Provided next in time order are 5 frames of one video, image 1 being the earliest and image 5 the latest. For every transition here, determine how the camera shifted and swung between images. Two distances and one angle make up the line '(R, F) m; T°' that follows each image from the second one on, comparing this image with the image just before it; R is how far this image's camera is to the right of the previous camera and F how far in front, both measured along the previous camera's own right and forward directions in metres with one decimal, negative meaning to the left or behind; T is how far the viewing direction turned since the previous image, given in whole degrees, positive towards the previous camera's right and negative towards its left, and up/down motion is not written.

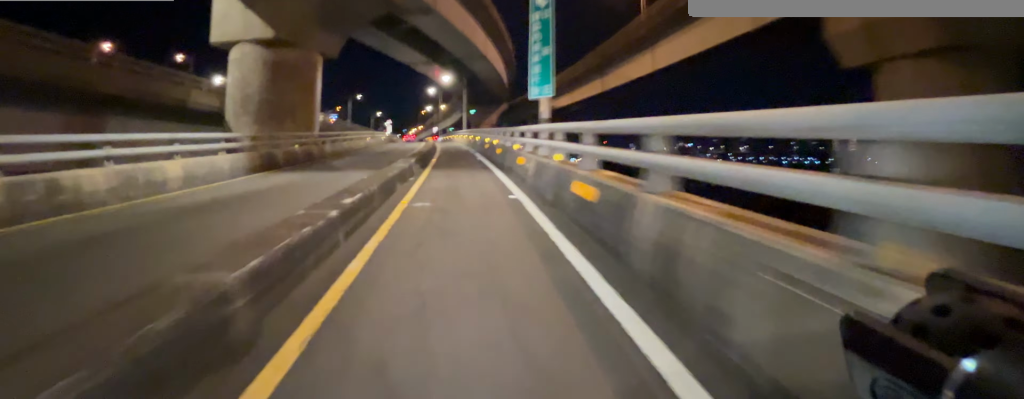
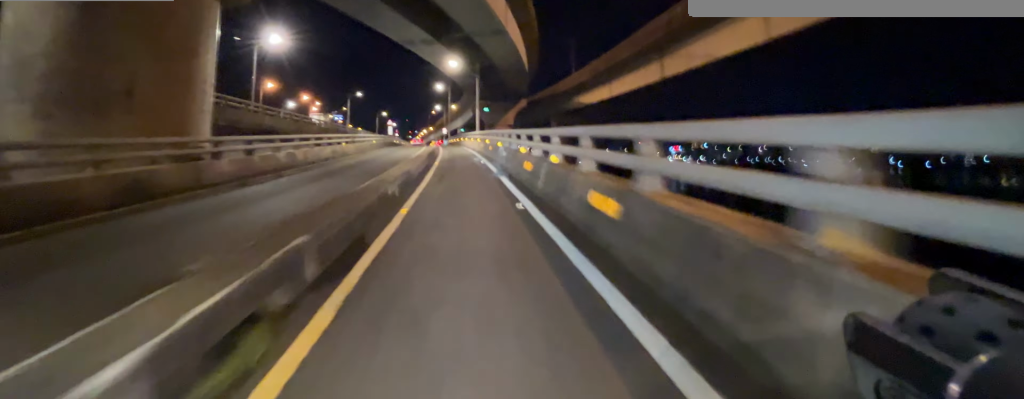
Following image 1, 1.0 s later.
(-0.2, +10.4) m; -1°
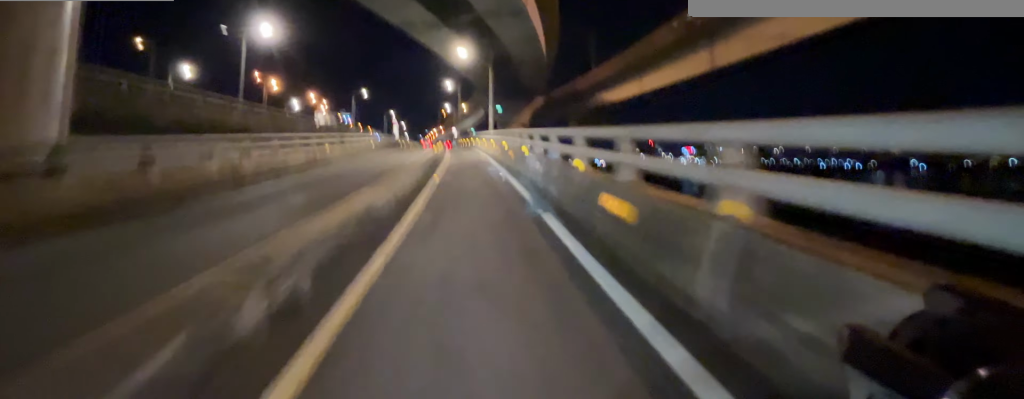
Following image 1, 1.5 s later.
(0.0, +5.0) m; -1°
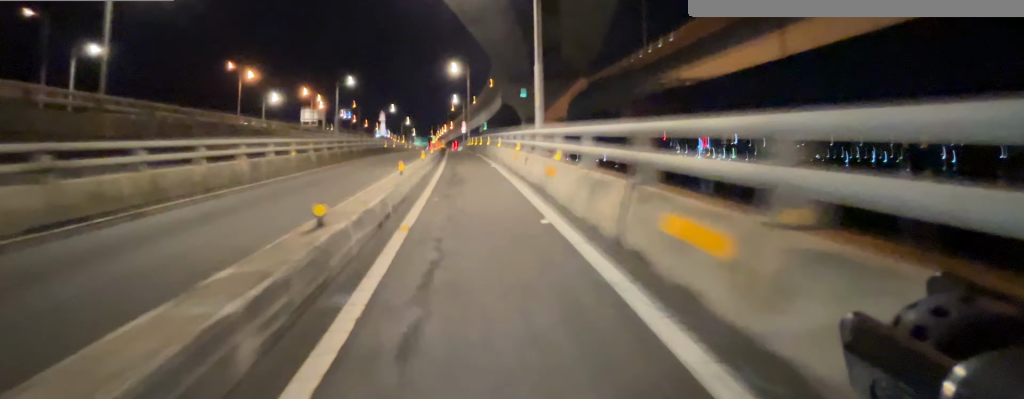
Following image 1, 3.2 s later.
(-0.6, +16.2) m; -4°
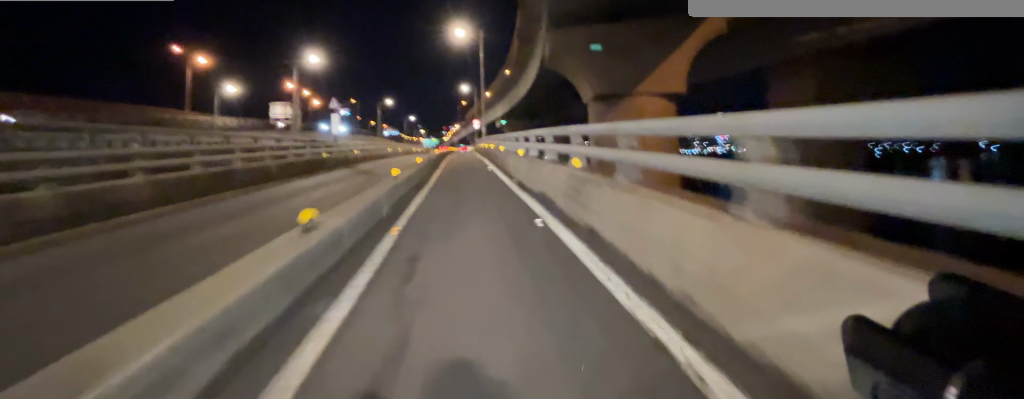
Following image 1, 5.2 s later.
(-0.1, +18.3) m; -1°
